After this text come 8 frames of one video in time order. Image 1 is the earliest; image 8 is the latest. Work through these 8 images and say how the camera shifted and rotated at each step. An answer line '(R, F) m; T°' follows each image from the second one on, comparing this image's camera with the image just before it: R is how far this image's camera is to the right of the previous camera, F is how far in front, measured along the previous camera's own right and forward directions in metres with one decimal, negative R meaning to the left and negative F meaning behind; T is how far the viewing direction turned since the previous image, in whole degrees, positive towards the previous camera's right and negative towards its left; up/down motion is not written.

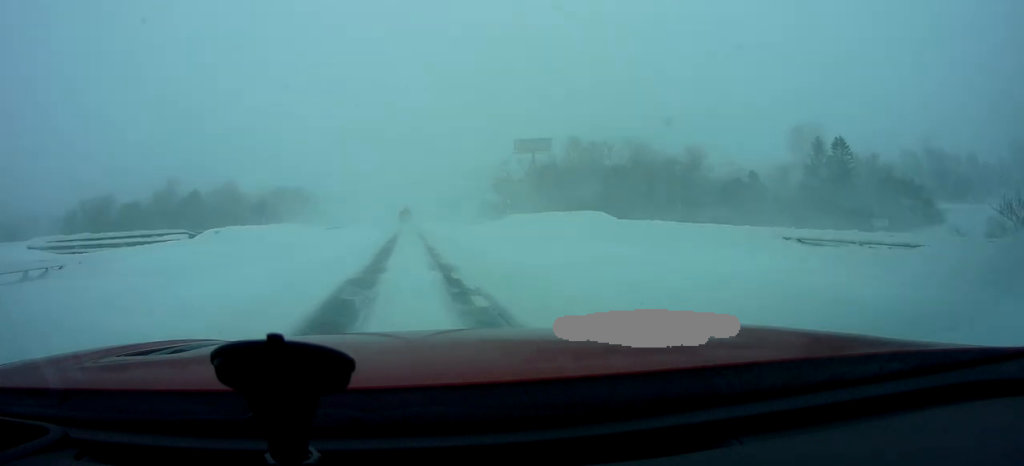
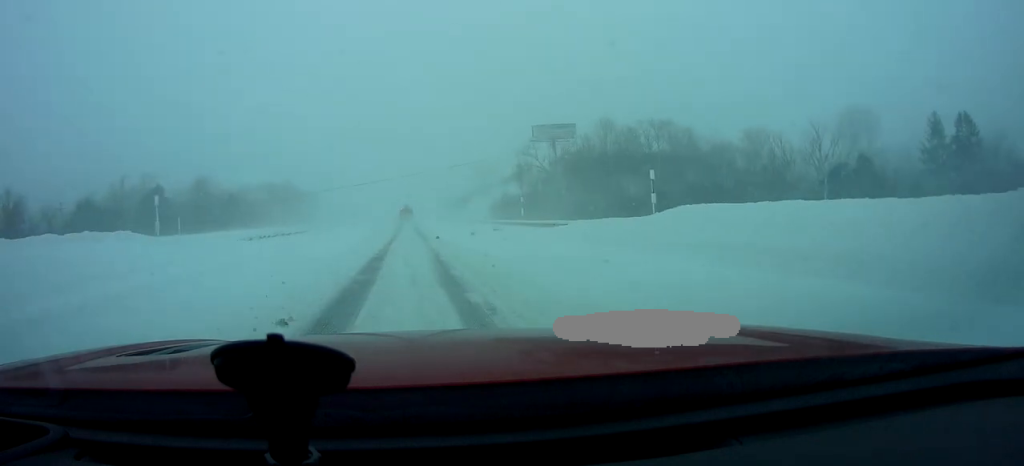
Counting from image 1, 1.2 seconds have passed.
(+0.6, +25.5) m; +2°
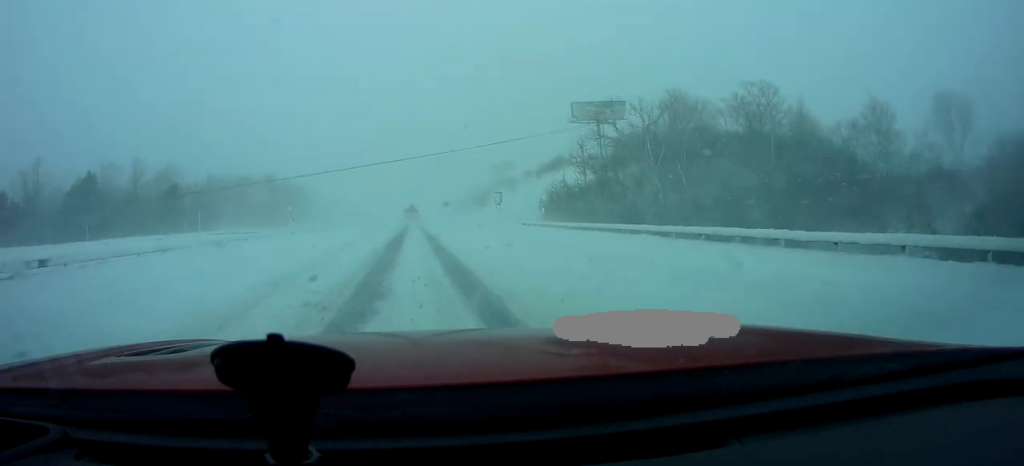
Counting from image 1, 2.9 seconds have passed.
(0.0, +34.5) m; -1°
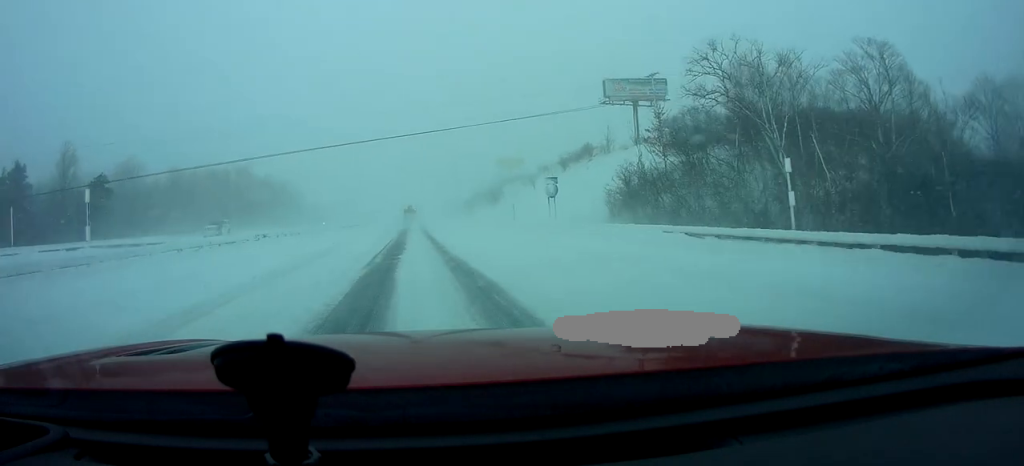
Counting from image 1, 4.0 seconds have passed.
(-0.5, +22.8) m; -1°
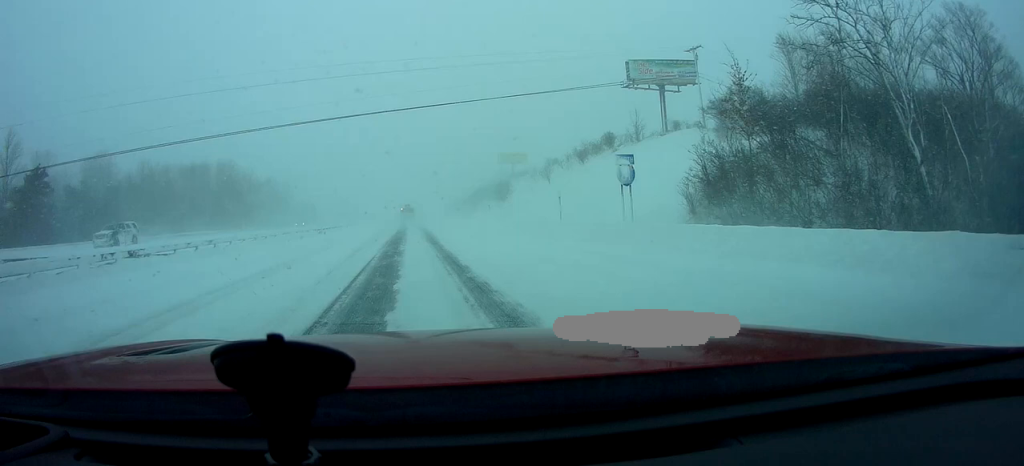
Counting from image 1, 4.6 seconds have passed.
(-0.1, +13.3) m; 0°
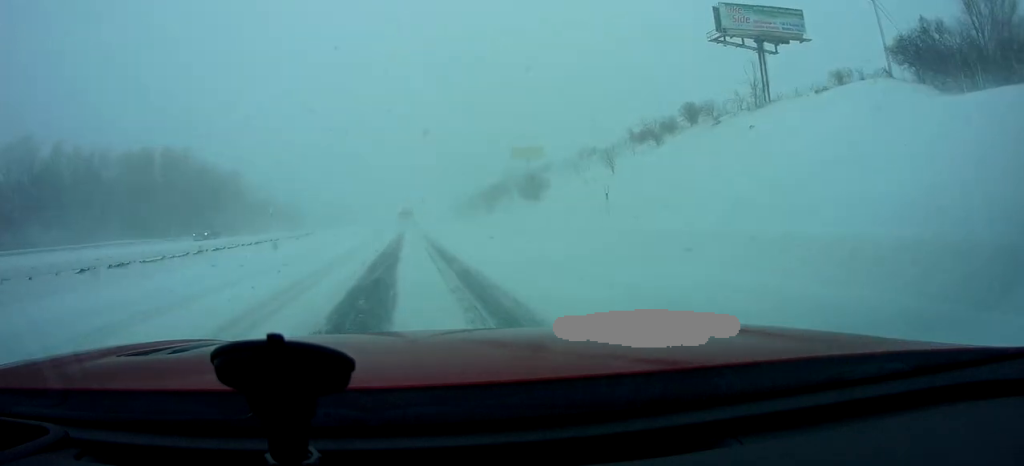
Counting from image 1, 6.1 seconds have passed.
(+0.6, +30.4) m; +1°
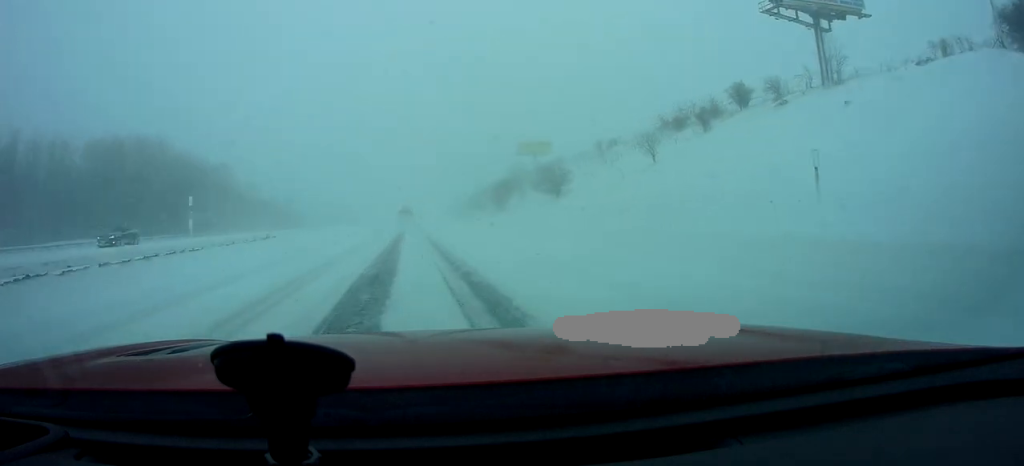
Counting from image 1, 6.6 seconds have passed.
(0.0, +11.4) m; 0°
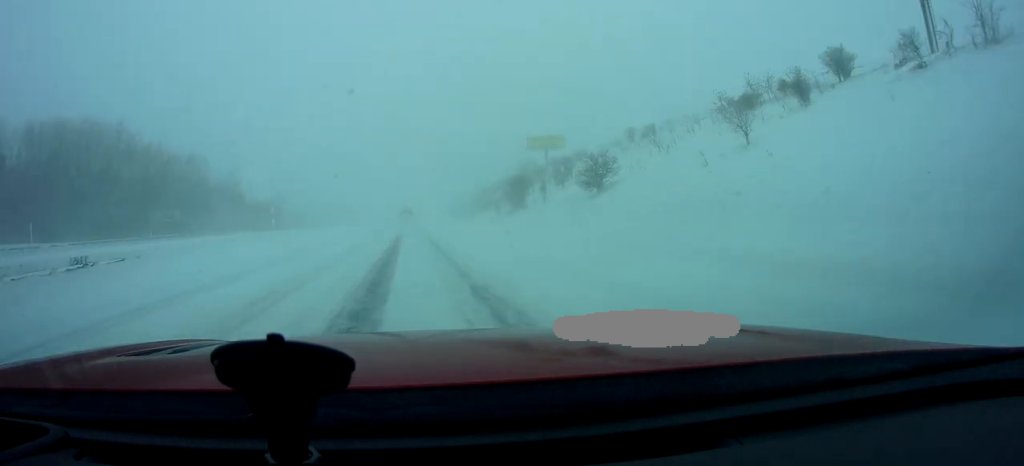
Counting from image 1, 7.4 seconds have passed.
(0.0, +16.3) m; 0°
